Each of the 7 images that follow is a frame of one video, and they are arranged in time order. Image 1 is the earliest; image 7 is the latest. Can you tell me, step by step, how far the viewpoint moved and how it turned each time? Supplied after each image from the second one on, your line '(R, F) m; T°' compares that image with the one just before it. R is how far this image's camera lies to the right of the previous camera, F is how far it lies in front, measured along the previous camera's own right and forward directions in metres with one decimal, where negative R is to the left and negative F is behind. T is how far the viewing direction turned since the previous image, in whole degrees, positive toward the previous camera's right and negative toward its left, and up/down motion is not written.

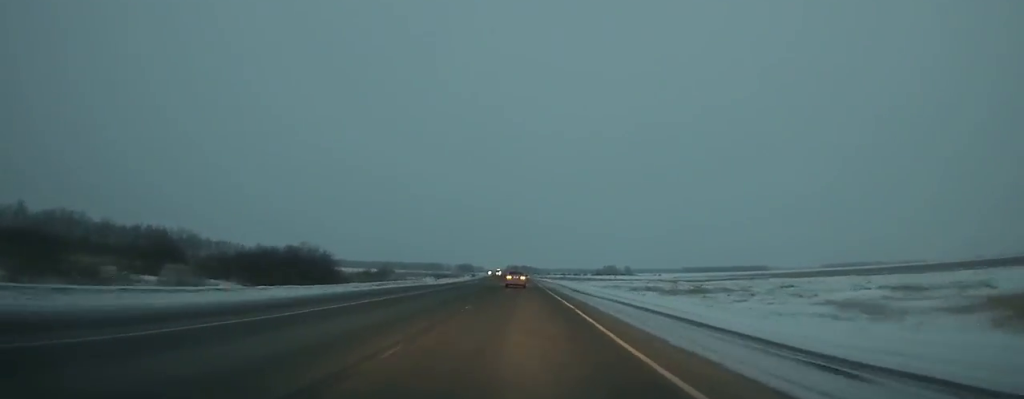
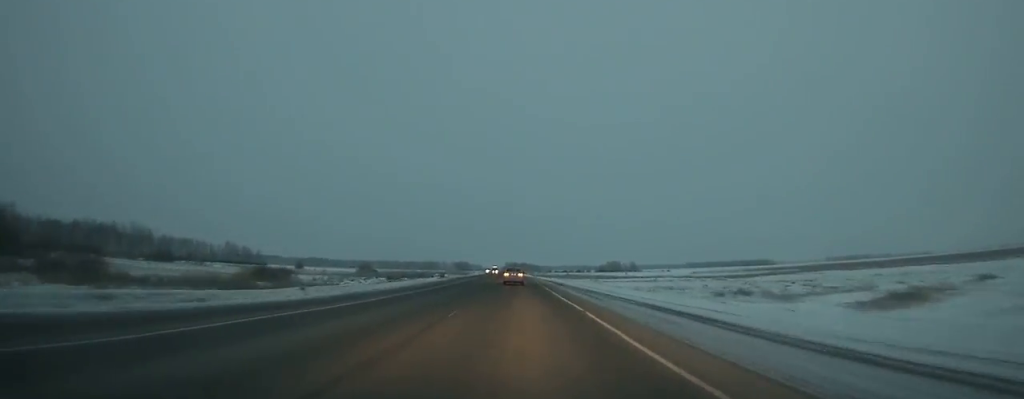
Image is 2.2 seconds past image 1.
(-0.4, +52.4) m; -1°
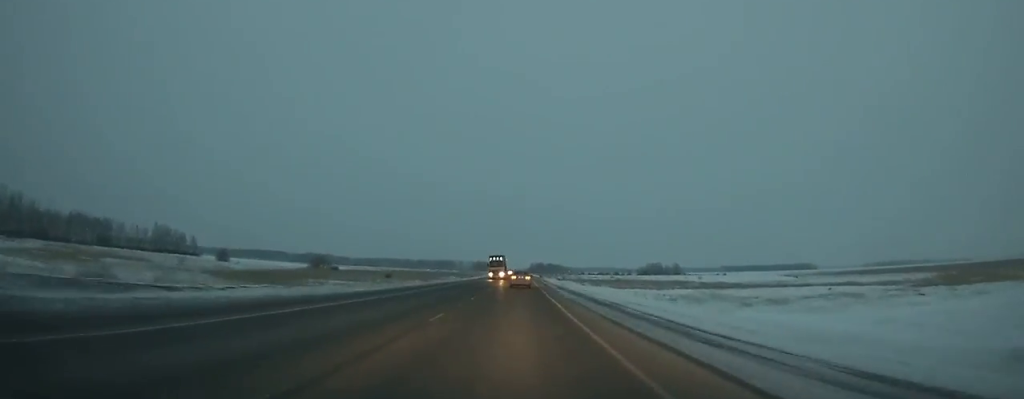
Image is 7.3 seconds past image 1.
(-2.2, +120.1) m; -2°
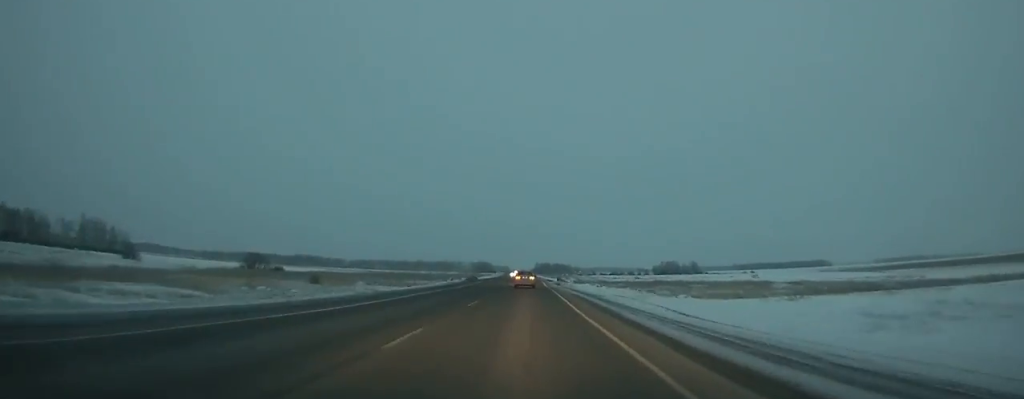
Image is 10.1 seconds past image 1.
(-0.3, +65.1) m; 0°
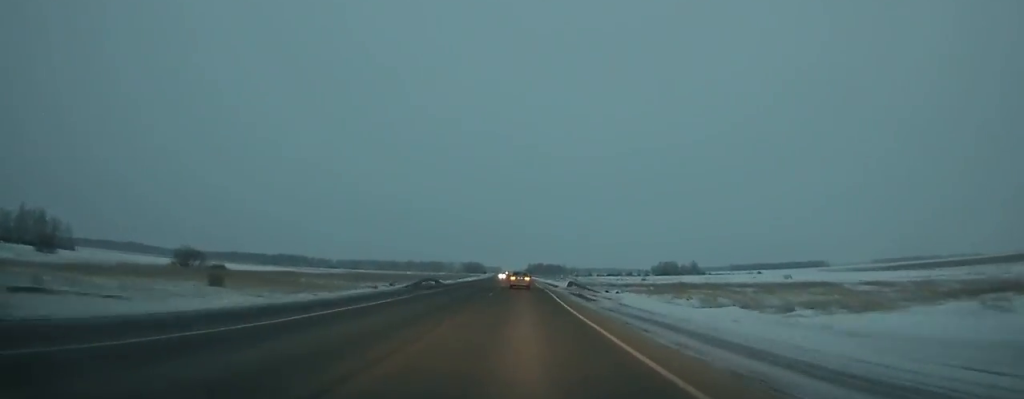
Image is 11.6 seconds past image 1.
(+0.3, +34.6) m; 0°
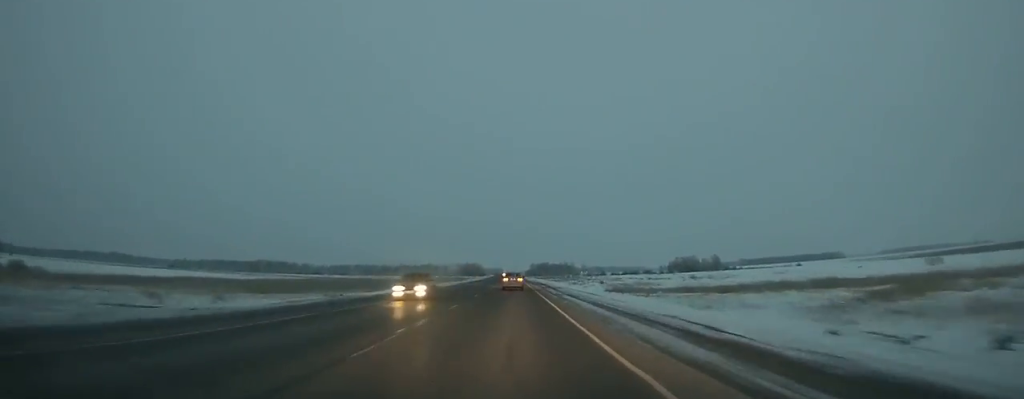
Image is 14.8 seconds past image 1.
(-0.2, +73.9) m; 0°
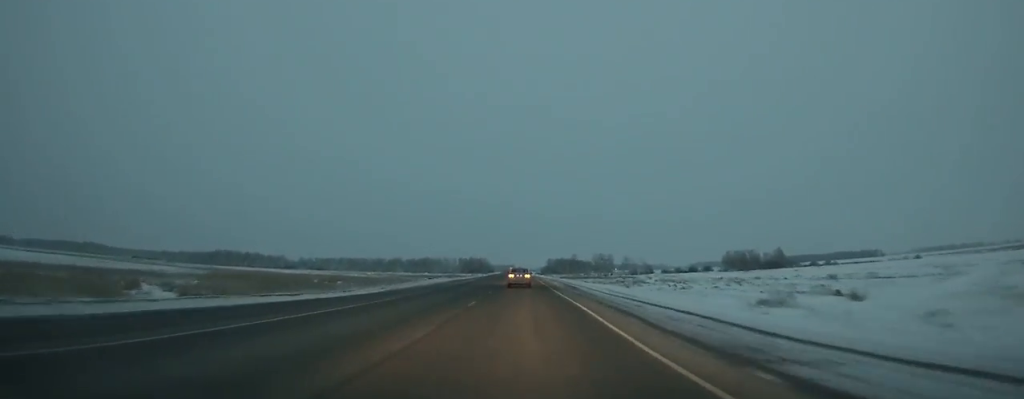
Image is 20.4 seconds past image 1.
(-1.4, +129.6) m; -1°
